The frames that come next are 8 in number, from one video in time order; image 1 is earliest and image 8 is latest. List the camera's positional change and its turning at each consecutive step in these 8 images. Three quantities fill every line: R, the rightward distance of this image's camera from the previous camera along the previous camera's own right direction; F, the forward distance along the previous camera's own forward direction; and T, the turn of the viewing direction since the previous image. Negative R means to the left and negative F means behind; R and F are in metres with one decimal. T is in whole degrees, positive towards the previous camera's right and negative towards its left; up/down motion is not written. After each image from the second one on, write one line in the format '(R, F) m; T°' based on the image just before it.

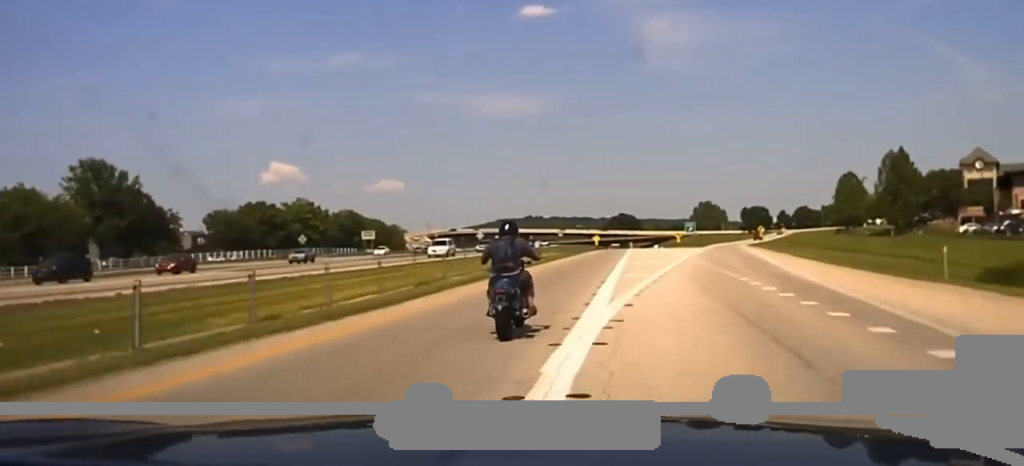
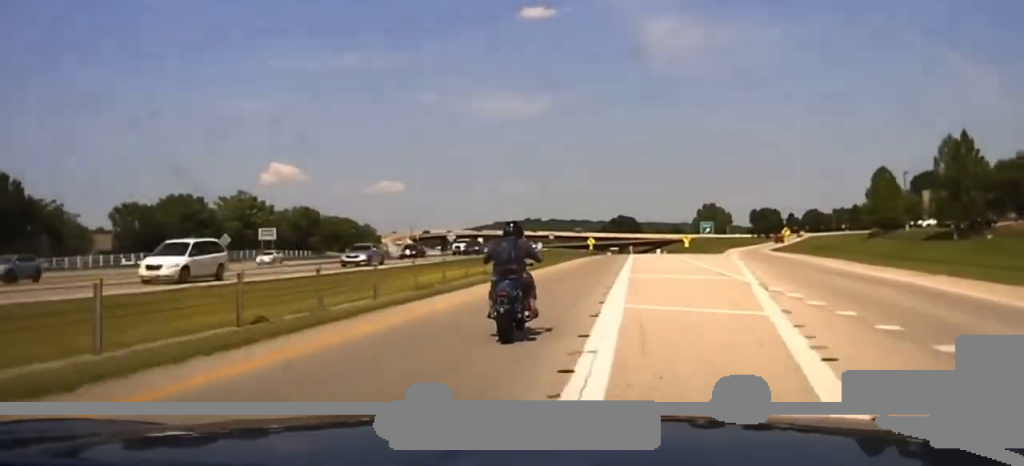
(0.0, +28.4) m; 0°
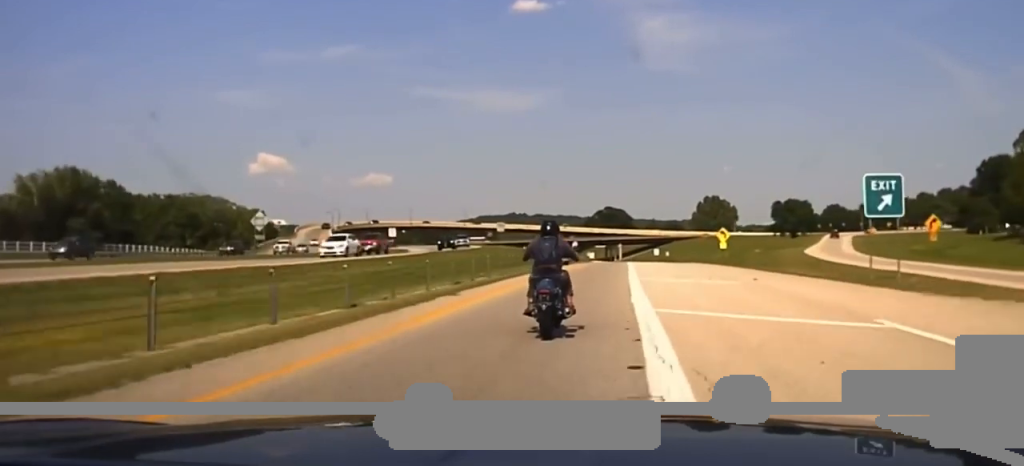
(+0.1, +67.8) m; +1°
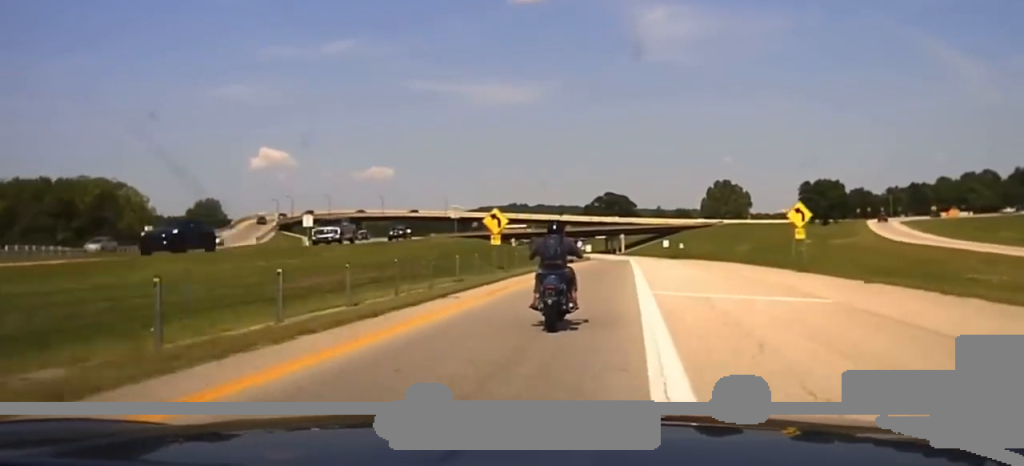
(+0.2, +37.6) m; 0°
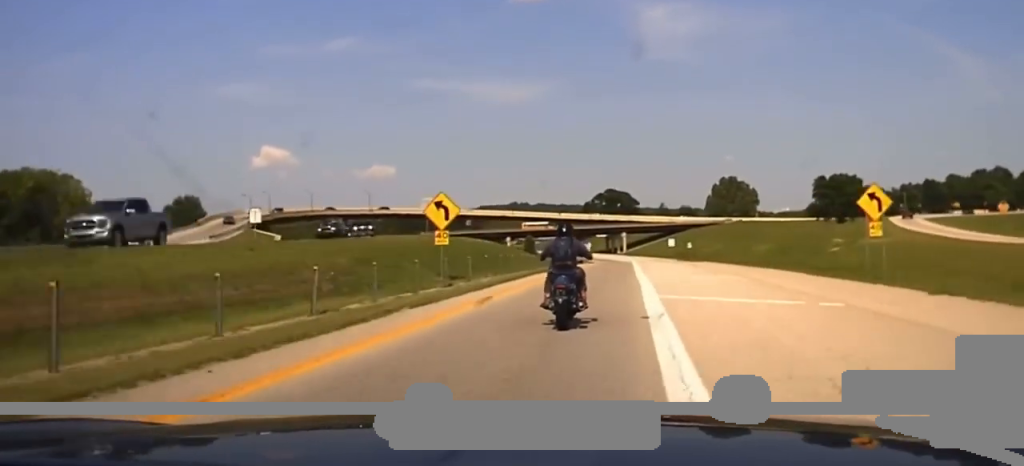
(0.0, +16.2) m; 0°
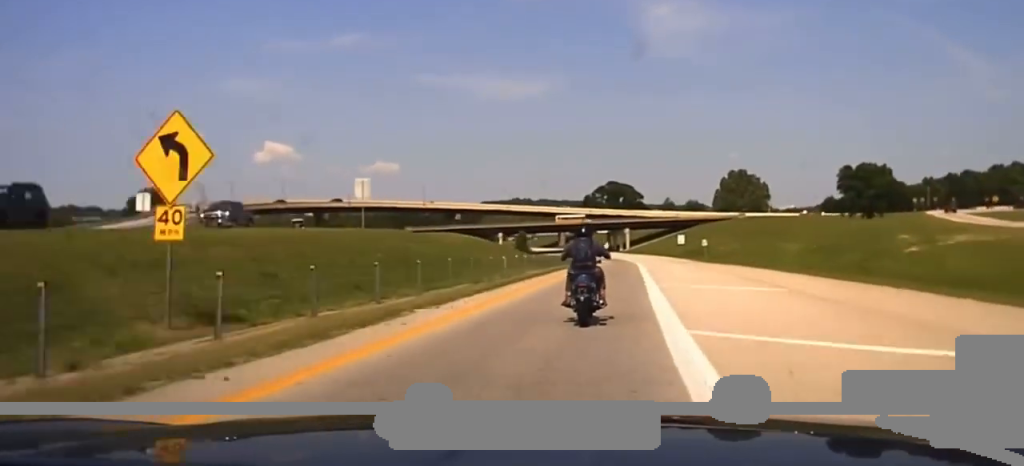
(-0.2, +24.1) m; 0°
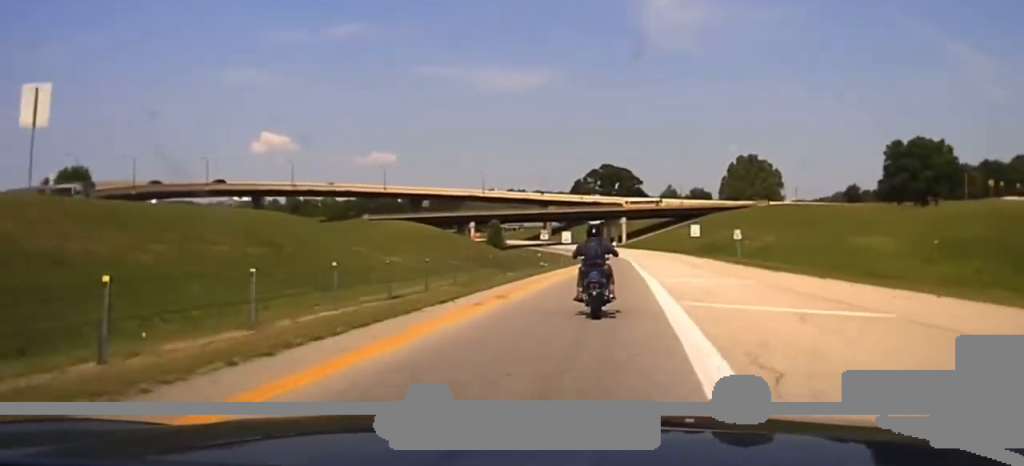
(+0.1, +44.1) m; 0°
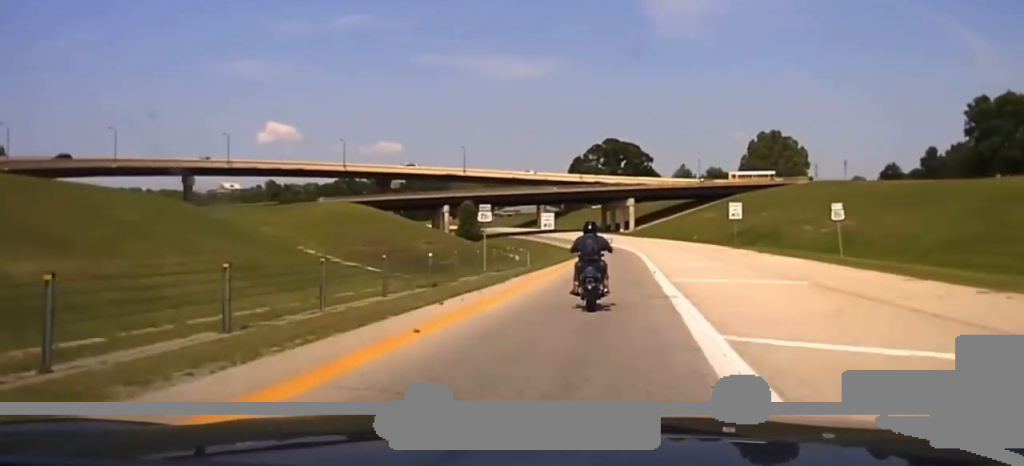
(-0.2, +37.2) m; -1°
